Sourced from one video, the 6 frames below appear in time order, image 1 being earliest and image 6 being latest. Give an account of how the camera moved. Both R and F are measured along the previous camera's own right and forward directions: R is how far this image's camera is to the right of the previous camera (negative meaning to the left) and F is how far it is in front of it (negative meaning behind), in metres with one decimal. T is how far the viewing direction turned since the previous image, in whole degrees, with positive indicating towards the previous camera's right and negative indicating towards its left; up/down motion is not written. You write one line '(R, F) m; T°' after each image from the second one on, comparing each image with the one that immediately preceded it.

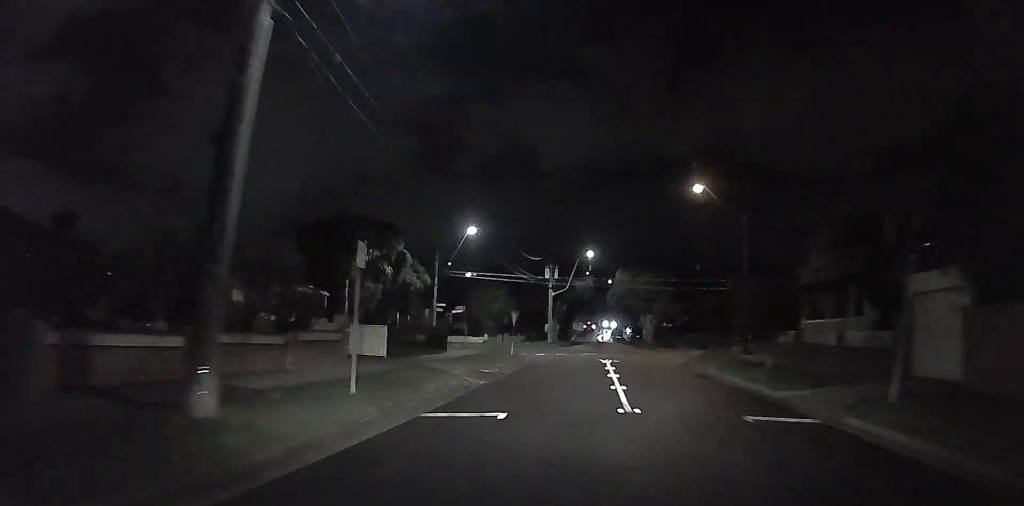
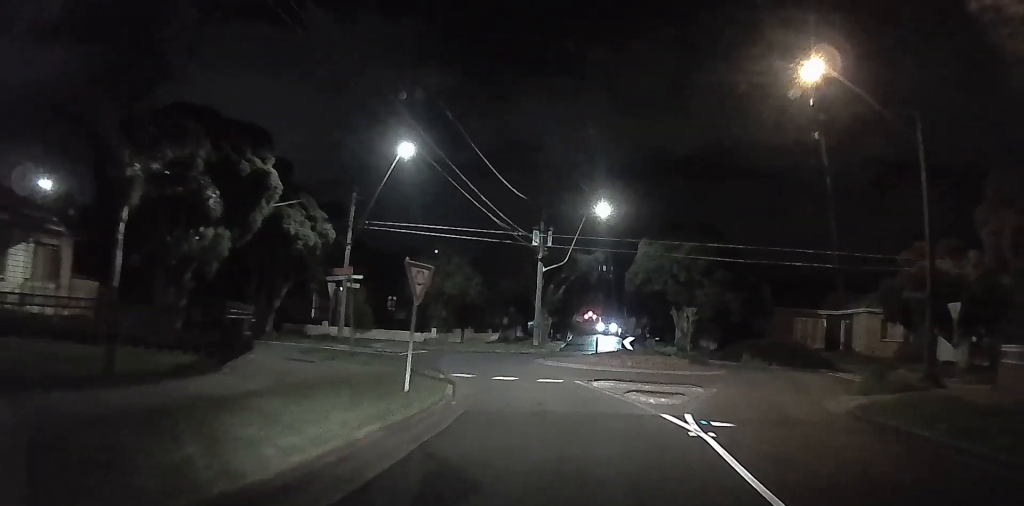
(+2.4, +16.6) m; +13°
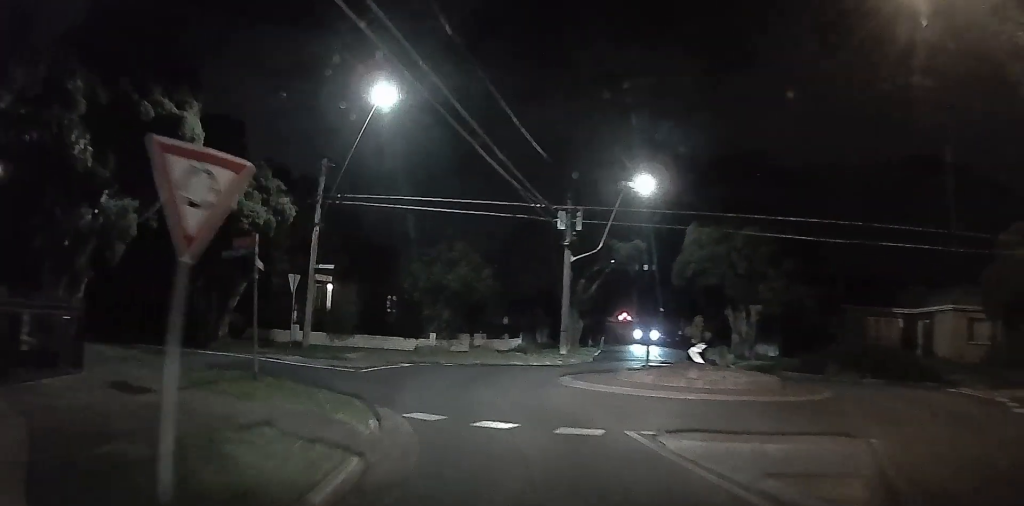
(0.0, +6.5) m; +1°
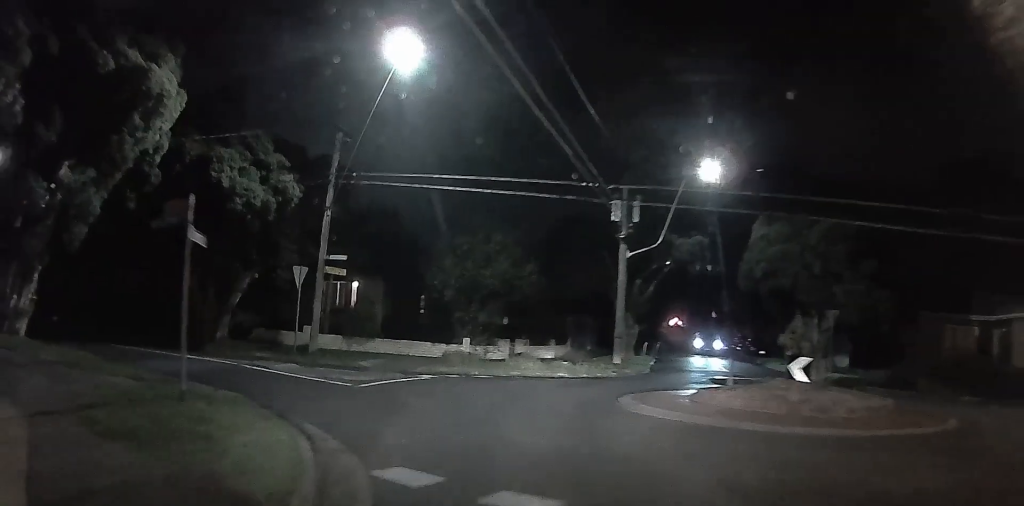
(+0.1, +3.9) m; -4°
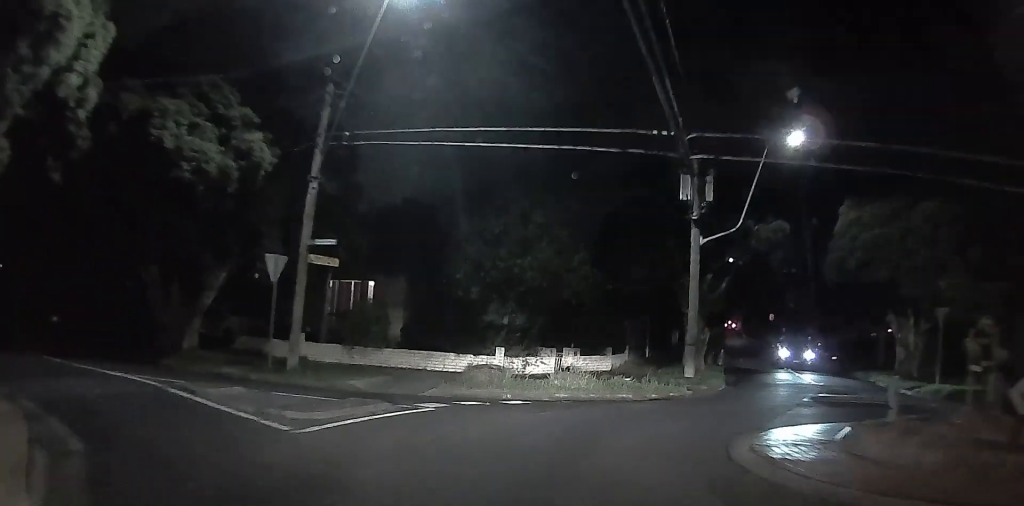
(-0.2, +6.0) m; -5°
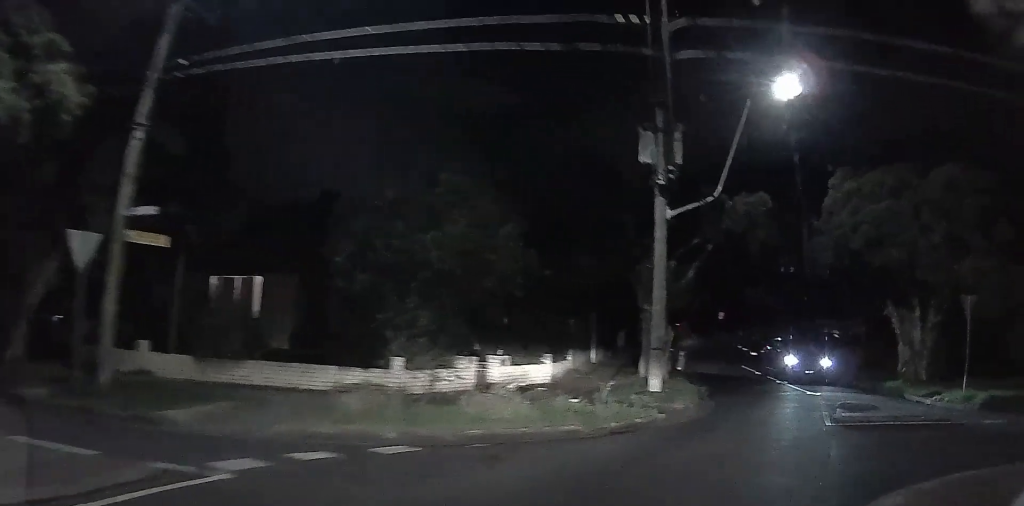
(-0.7, +6.9) m; 0°
